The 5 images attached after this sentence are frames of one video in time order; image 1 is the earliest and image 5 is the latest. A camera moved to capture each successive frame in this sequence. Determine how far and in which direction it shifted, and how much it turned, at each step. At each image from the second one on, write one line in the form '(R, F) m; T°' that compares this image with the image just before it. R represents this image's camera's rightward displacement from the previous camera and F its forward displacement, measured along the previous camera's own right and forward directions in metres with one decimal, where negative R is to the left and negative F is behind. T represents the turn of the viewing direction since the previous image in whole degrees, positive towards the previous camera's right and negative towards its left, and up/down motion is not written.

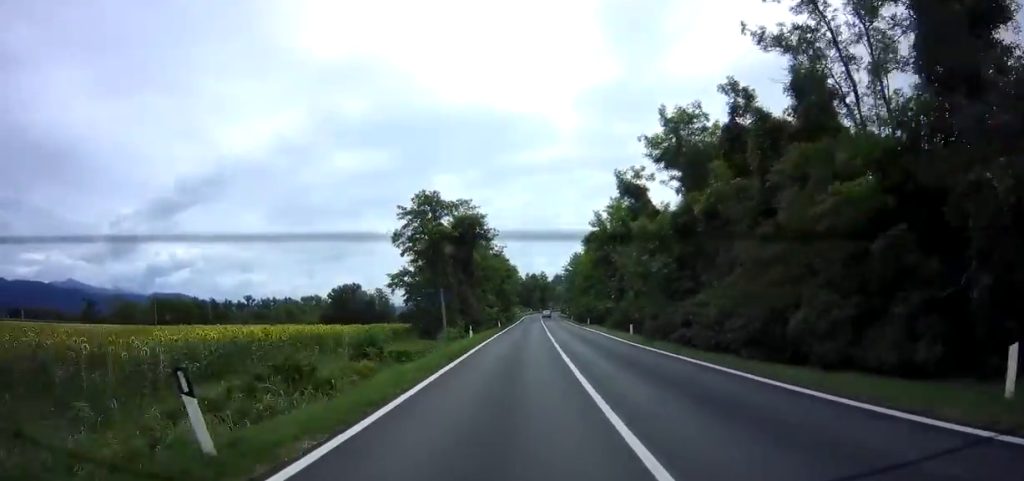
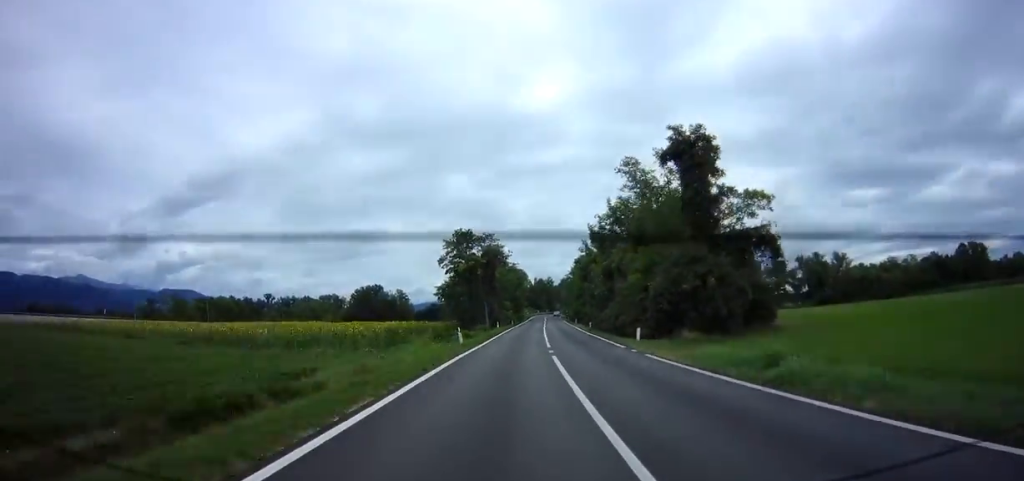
(-0.3, +20.7) m; -1°
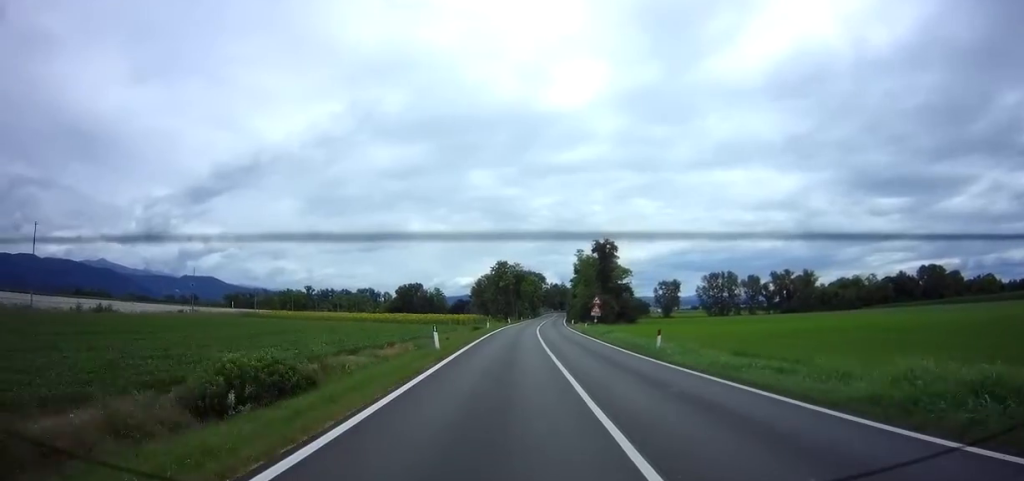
(-0.3, +45.9) m; 0°
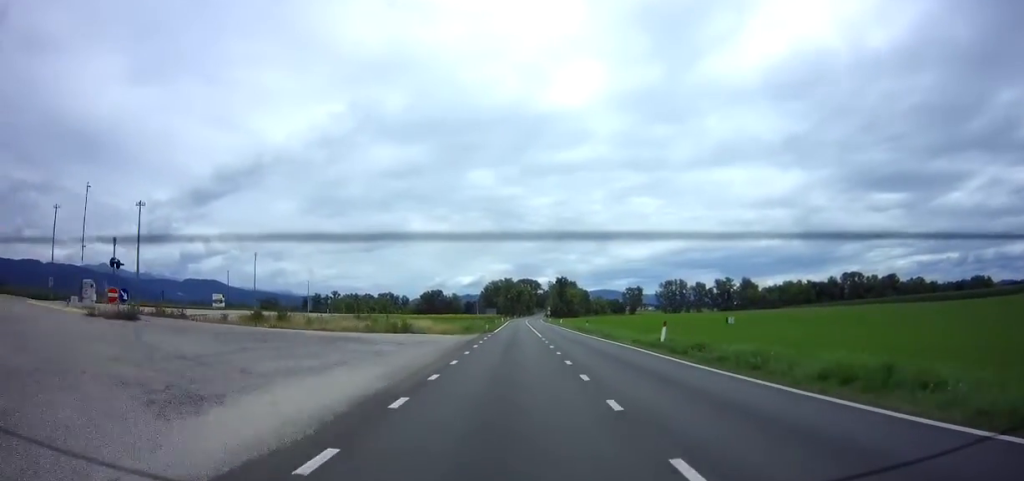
(0.0, +76.9) m; -1°
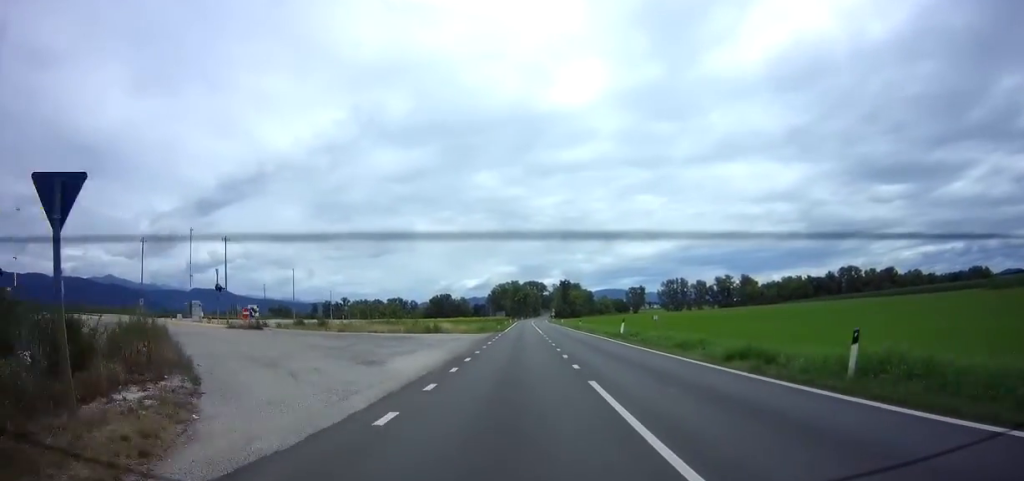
(+0.2, +10.6) m; -1°
